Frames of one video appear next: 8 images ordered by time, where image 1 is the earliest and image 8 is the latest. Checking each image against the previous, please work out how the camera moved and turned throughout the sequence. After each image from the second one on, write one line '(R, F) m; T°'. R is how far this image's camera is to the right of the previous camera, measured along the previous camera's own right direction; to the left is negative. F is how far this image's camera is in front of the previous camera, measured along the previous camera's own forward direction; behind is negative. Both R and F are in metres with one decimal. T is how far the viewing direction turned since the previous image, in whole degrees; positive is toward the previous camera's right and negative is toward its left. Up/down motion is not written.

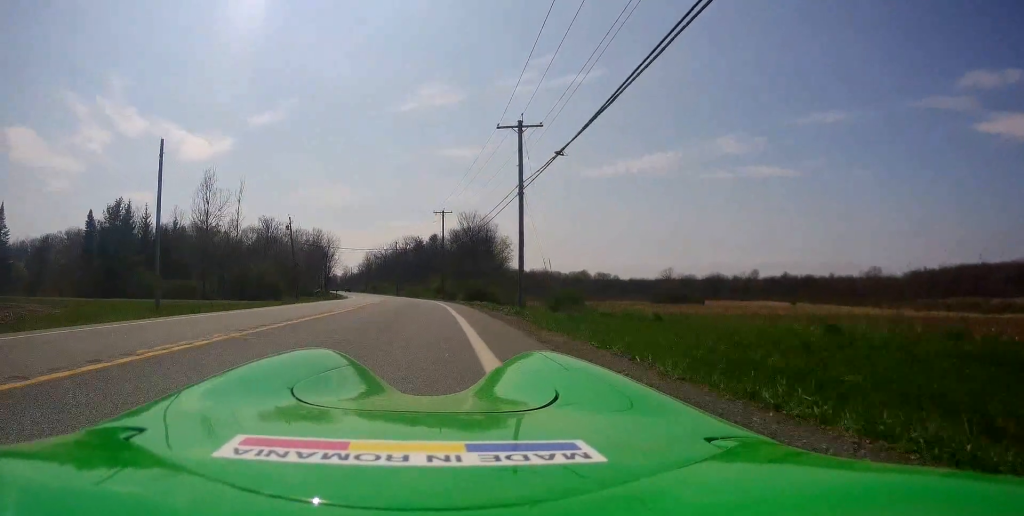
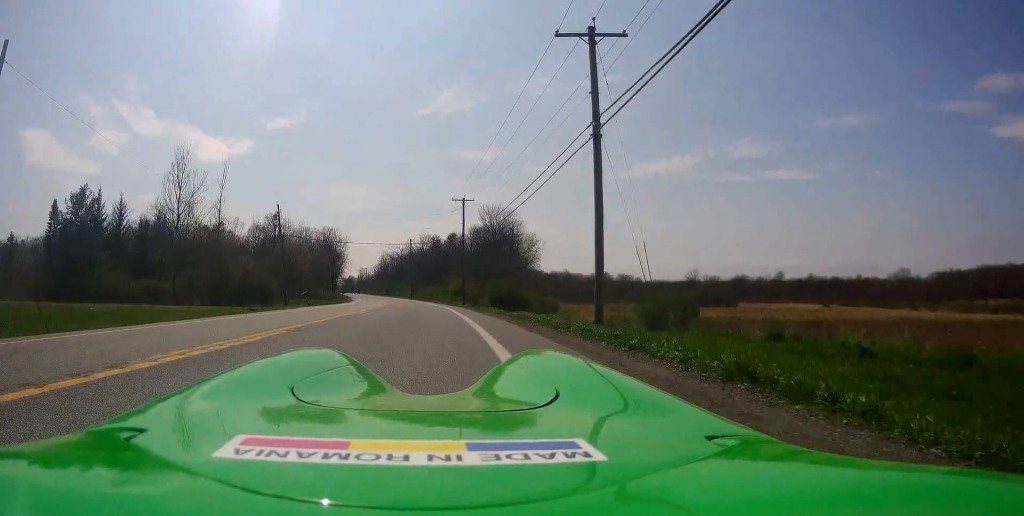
(-0.2, +12.4) m; -2°
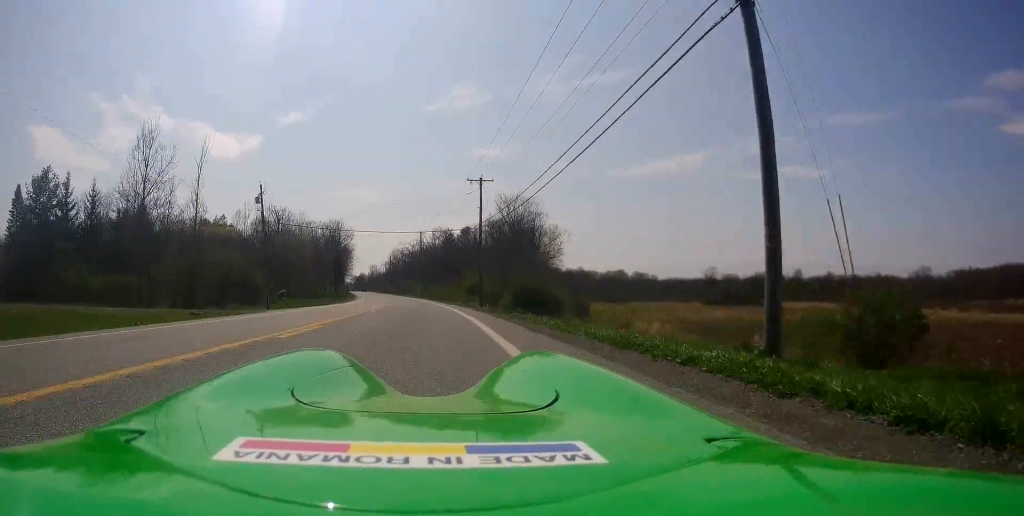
(-0.1, +9.2) m; -1°
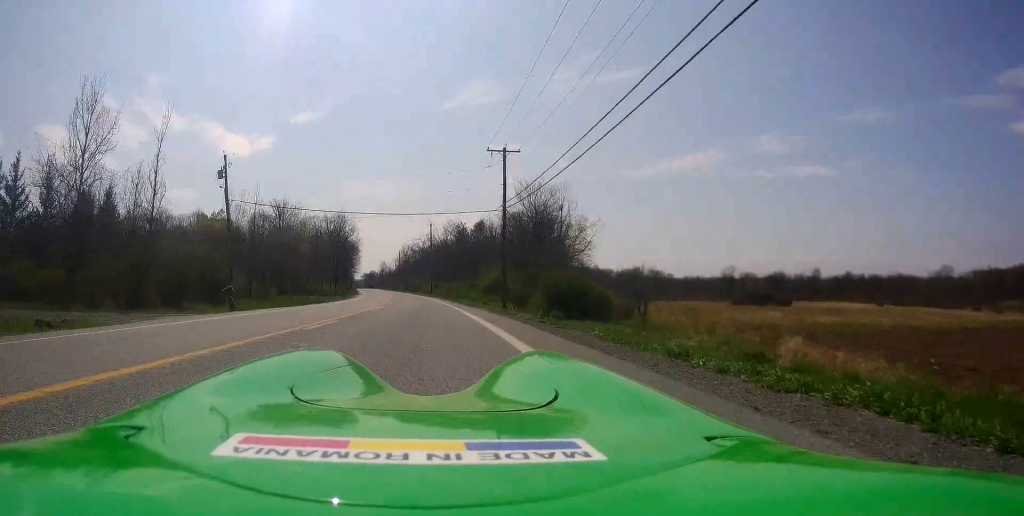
(0.0, +11.2) m; 0°
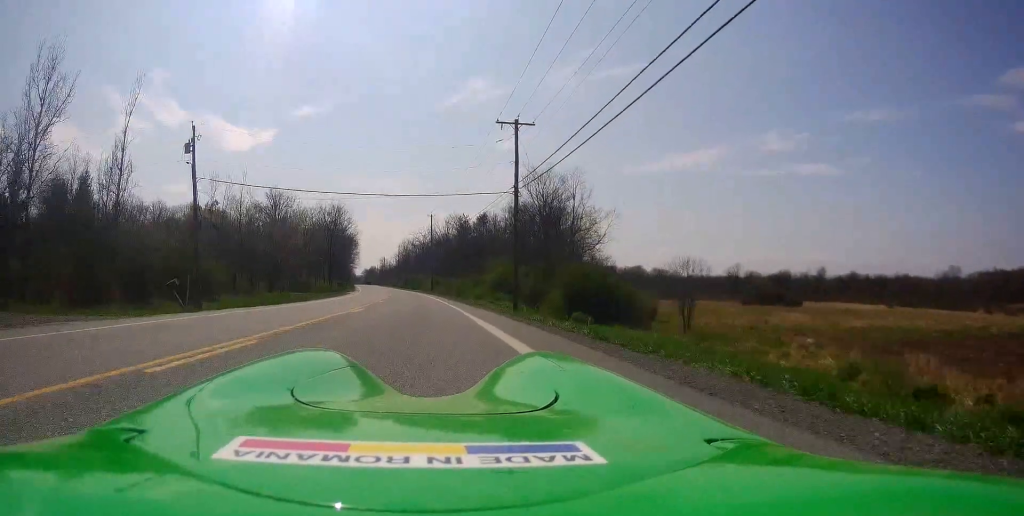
(0.0, +5.6) m; 0°
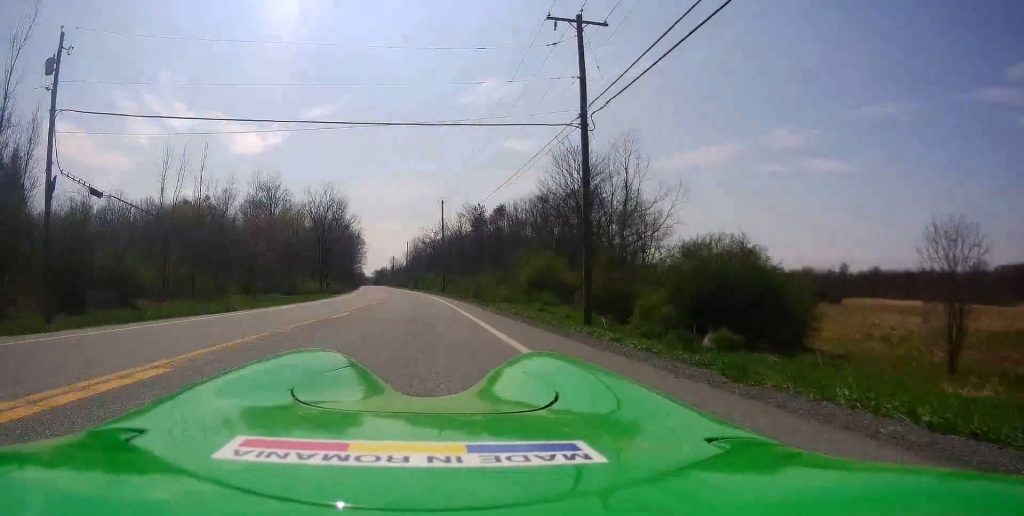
(-0.1, +14.8) m; -2°
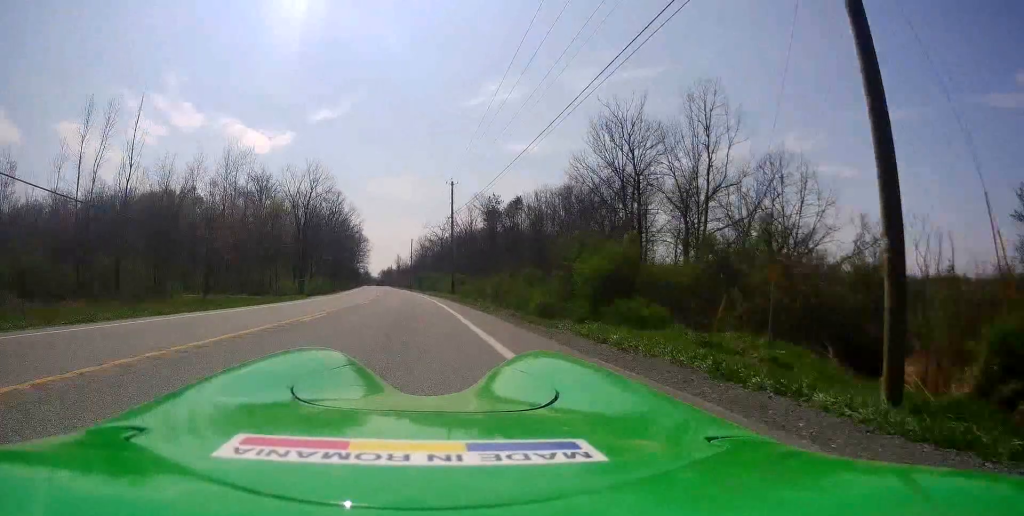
(-0.5, +14.5) m; -2°
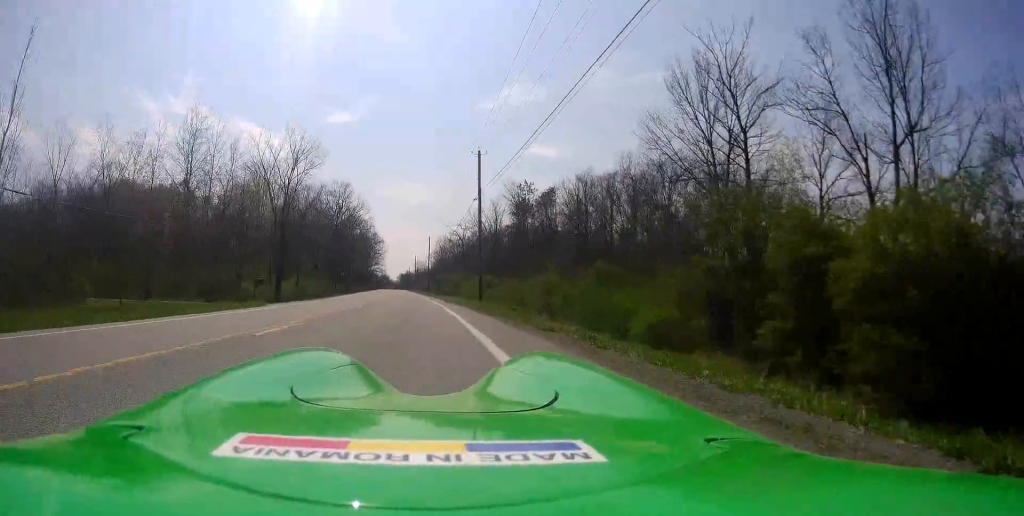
(0.0, +15.1) m; 0°
